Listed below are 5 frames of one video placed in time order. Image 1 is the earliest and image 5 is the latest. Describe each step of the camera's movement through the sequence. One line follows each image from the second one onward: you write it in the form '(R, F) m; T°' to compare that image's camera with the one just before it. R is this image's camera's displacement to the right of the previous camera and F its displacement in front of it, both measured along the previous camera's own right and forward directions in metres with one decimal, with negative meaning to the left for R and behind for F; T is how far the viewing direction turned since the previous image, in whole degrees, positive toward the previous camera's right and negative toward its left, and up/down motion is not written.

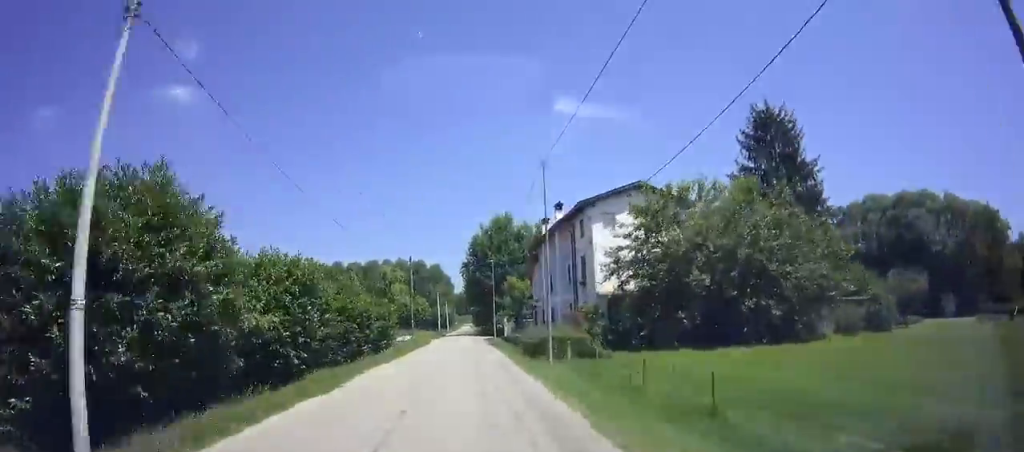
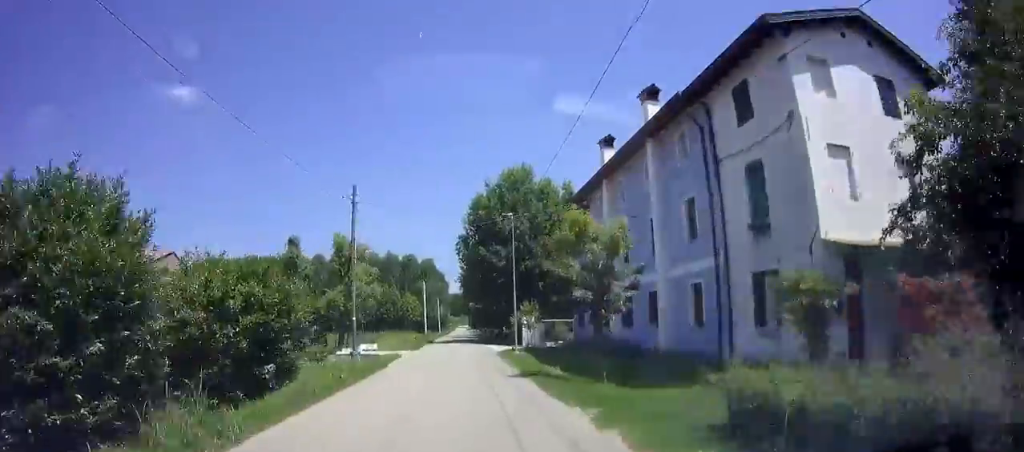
(+0.2, +21.2) m; 0°
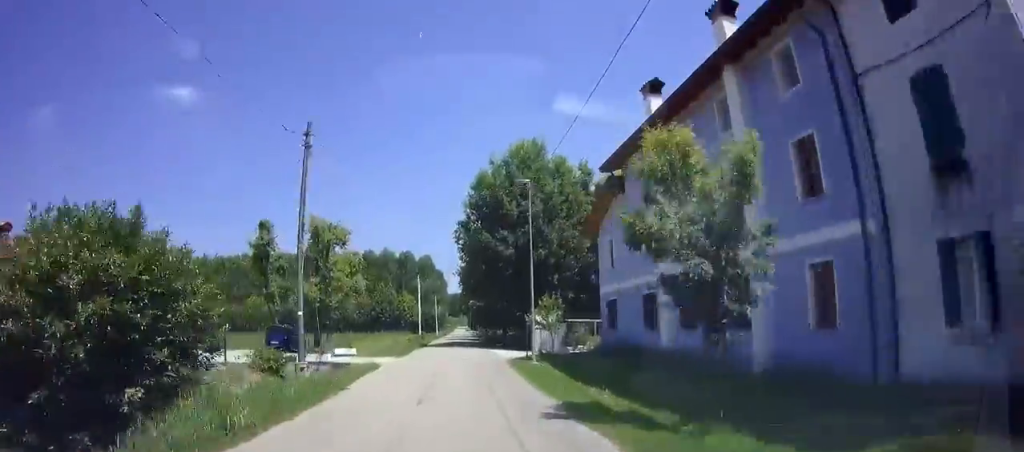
(-0.1, +6.7) m; -1°
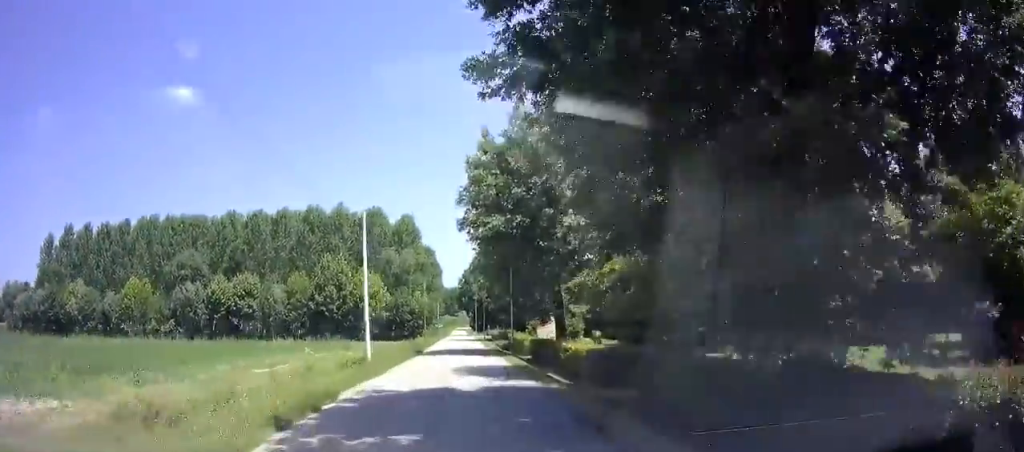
(+1.0, +62.0) m; 0°
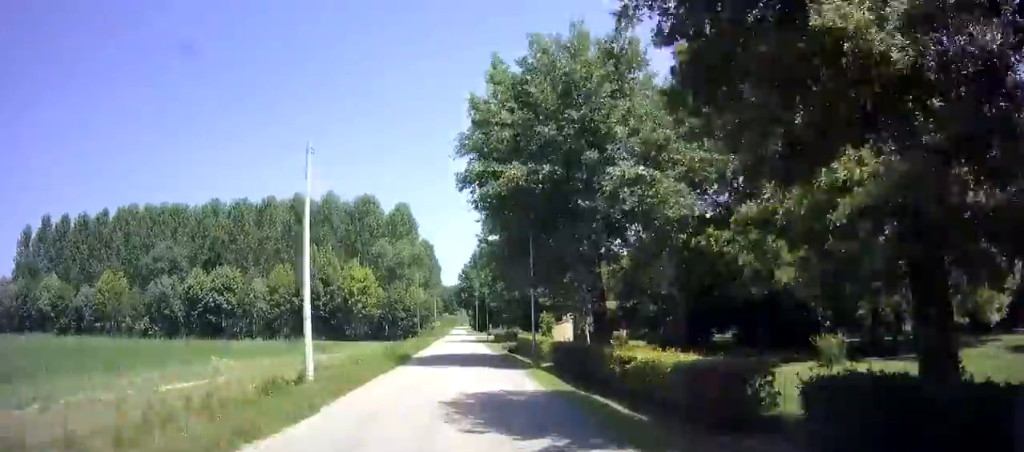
(0.0, +8.7) m; 0°
